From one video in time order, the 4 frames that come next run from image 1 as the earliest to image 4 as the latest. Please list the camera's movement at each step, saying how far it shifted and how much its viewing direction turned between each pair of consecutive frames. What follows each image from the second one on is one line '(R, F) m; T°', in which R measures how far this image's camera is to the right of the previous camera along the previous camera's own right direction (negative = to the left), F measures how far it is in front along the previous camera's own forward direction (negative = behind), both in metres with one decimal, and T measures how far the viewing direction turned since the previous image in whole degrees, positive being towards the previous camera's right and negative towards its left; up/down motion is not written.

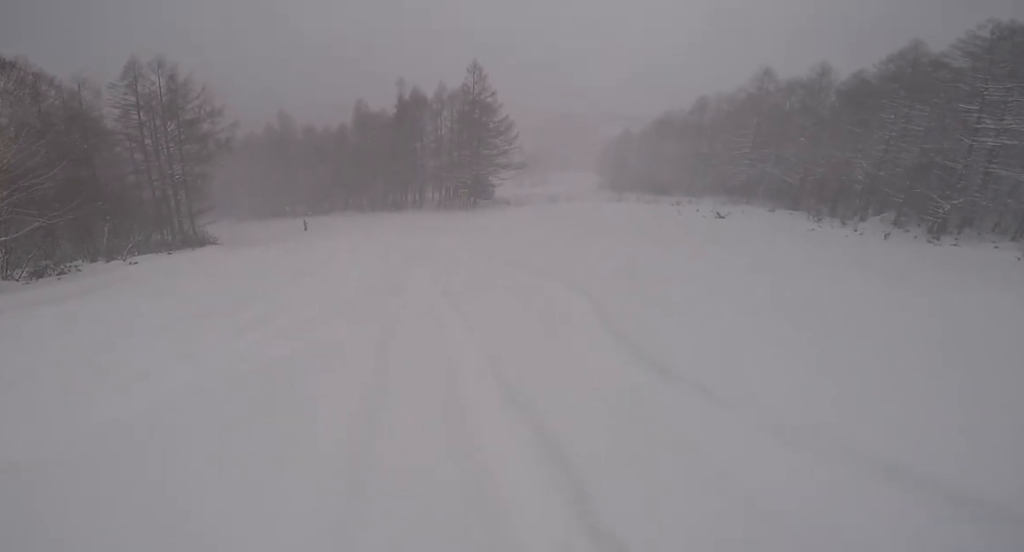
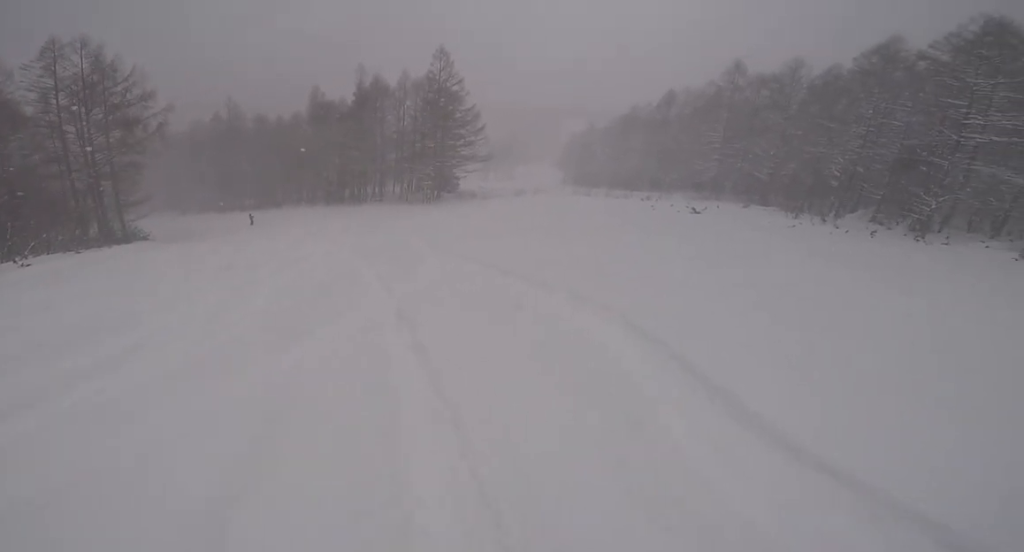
(0.0, +3.9) m; -4°
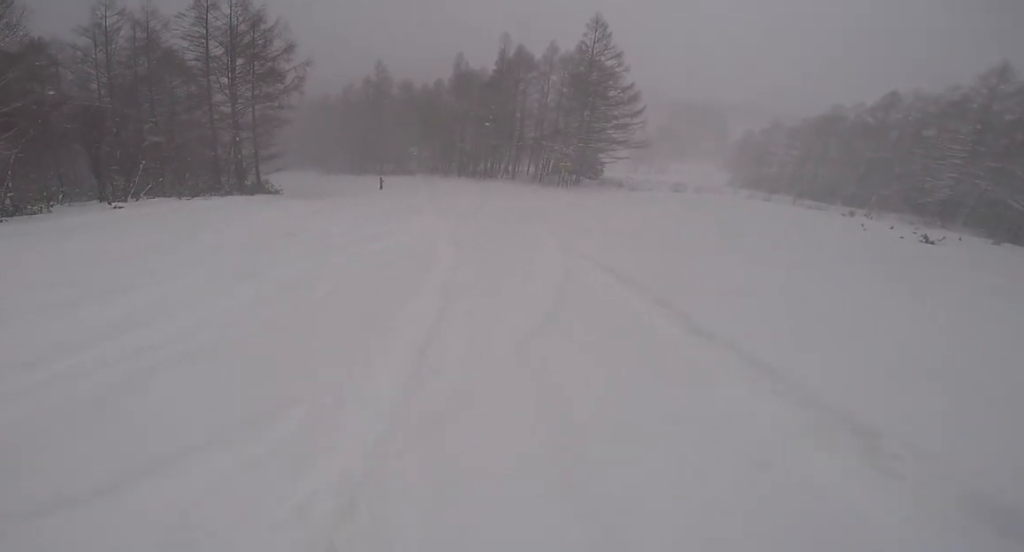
(-1.3, +5.5) m; -27°
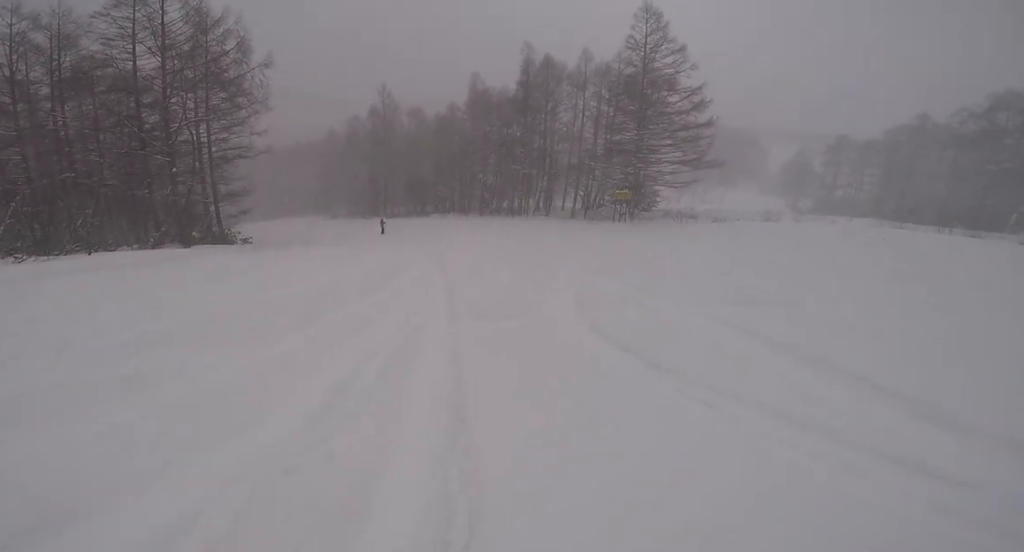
(+0.7, +14.3) m; -5°
